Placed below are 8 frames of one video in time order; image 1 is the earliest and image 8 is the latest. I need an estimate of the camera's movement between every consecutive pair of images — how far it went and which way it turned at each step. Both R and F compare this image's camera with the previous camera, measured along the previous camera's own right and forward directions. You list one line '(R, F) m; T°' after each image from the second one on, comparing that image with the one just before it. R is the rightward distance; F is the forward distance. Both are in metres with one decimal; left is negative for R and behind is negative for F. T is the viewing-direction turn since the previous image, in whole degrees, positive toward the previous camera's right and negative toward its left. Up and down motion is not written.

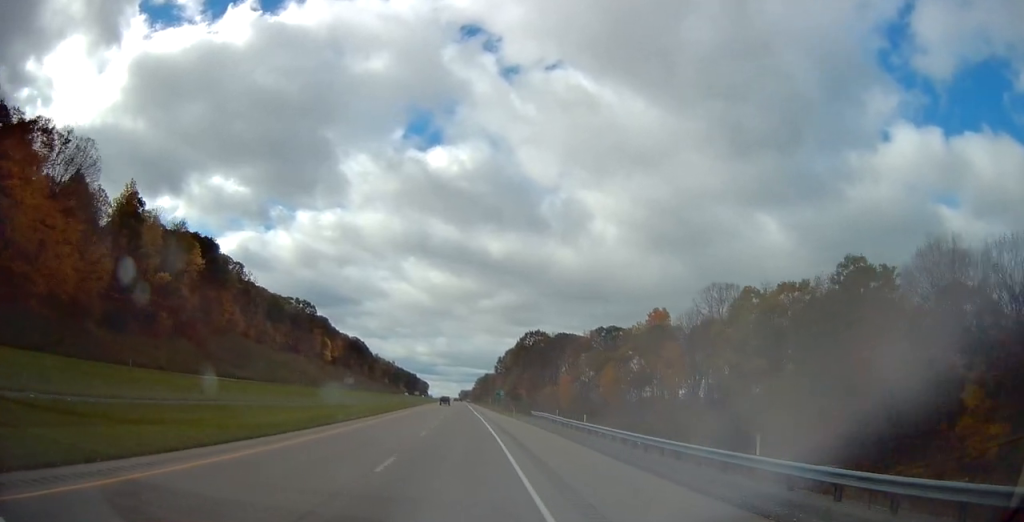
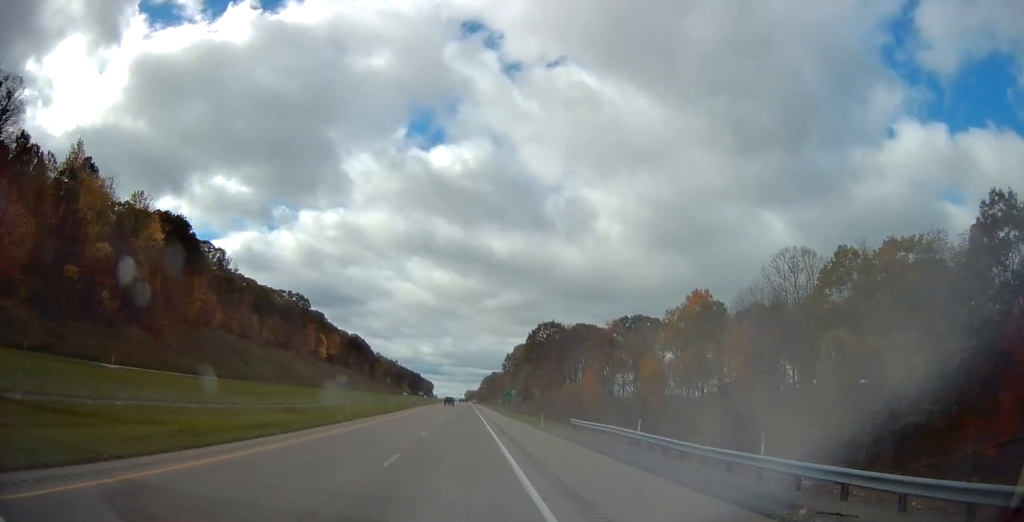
(0.0, +23.0) m; -1°
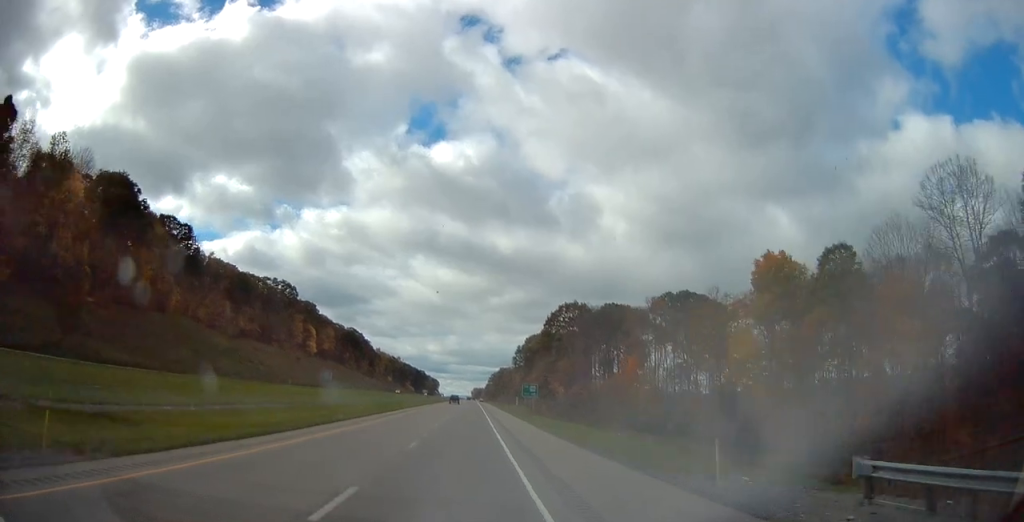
(-0.3, +31.4) m; -1°
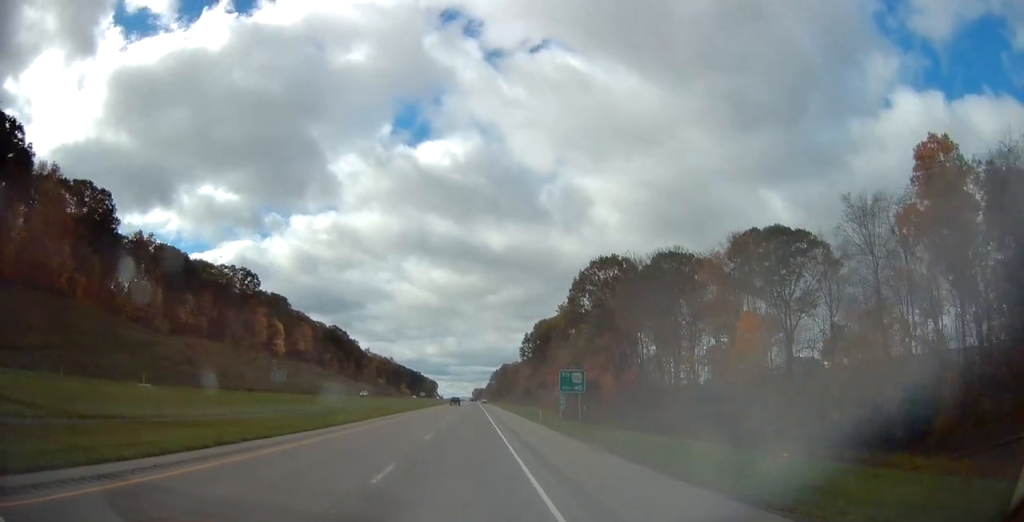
(0.0, +44.6) m; 0°
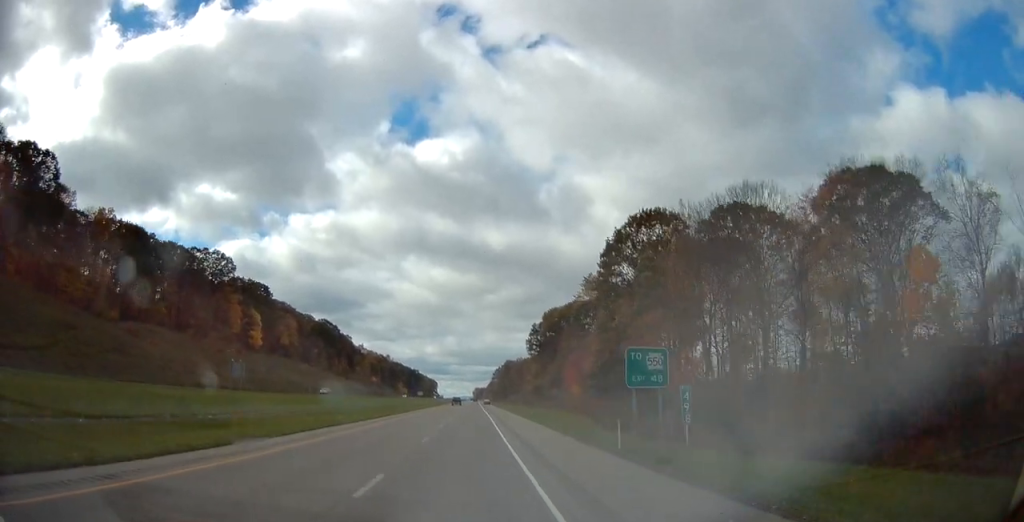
(-0.3, +26.0) m; 0°
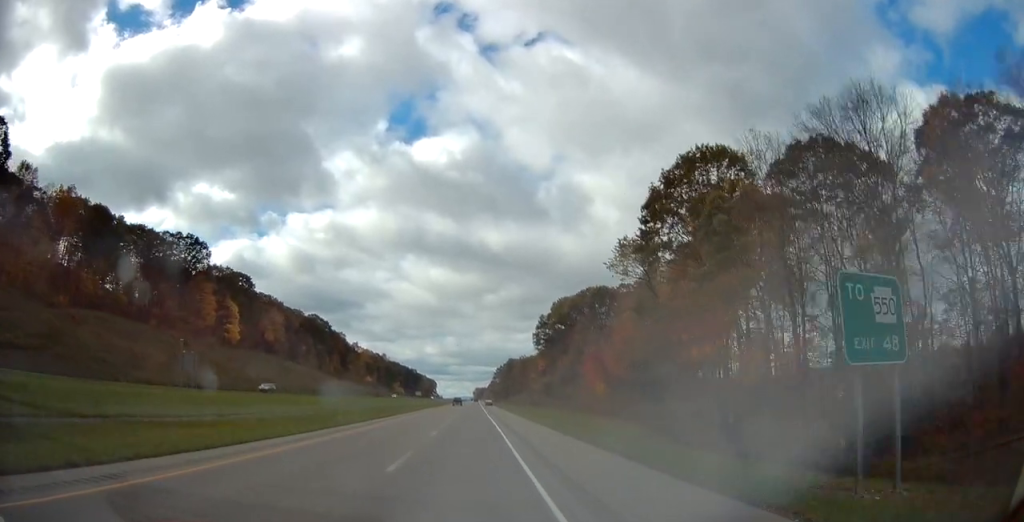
(+0.1, +20.7) m; 0°
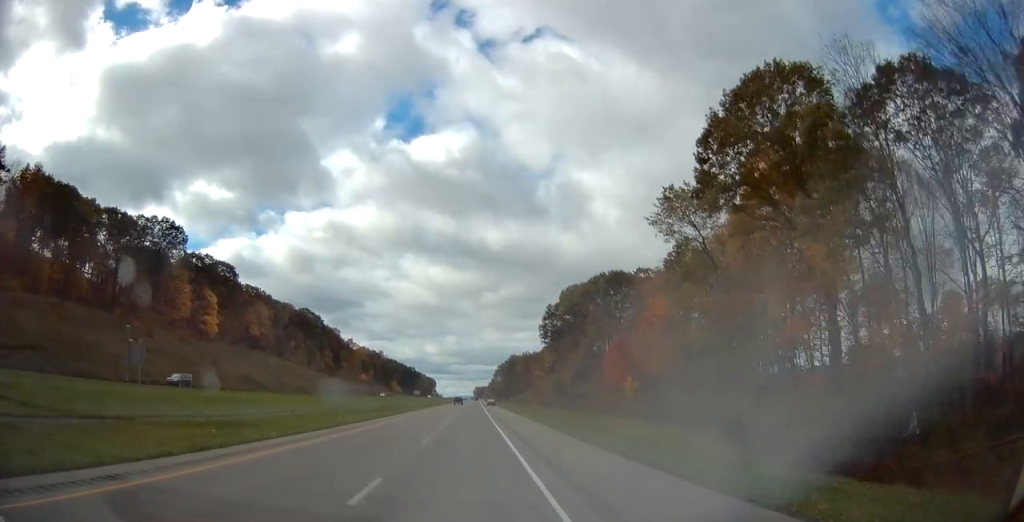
(+0.2, +16.6) m; 0°
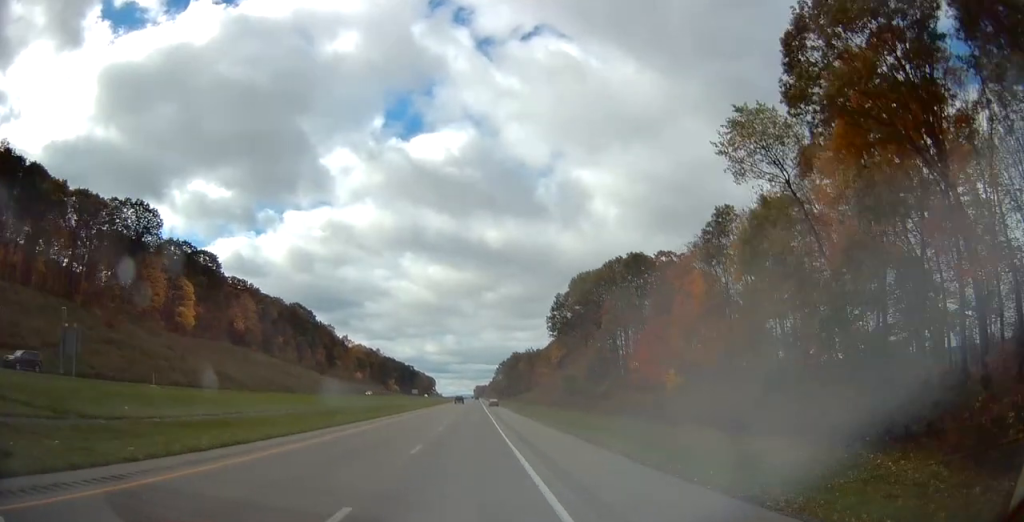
(-0.2, +15.6) m; 0°
